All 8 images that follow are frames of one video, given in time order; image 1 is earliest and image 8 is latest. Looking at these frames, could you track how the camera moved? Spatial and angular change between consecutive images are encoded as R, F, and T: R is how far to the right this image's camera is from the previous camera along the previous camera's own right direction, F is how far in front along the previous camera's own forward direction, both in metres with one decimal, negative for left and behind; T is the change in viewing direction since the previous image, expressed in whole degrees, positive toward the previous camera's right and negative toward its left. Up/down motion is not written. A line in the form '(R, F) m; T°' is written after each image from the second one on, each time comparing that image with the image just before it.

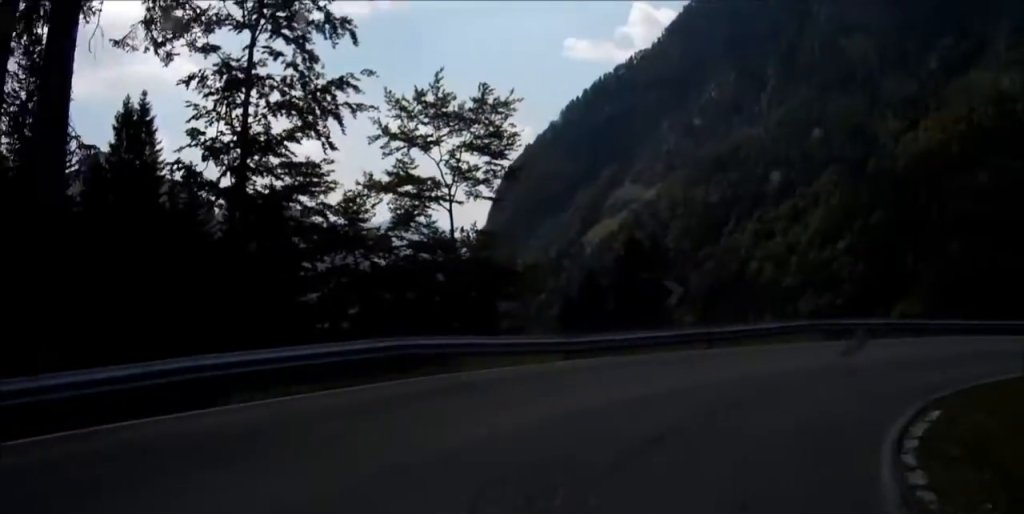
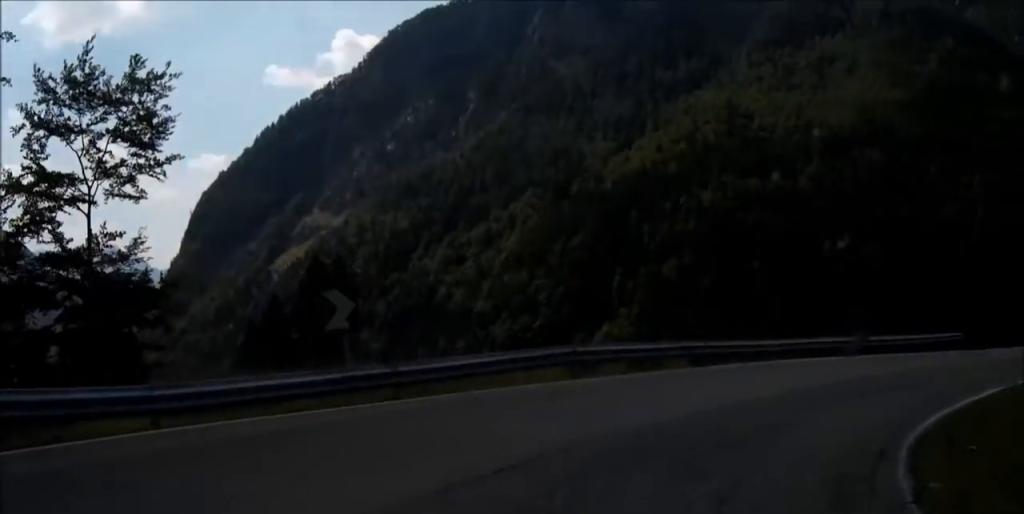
(+2.0, +5.5) m; +27°
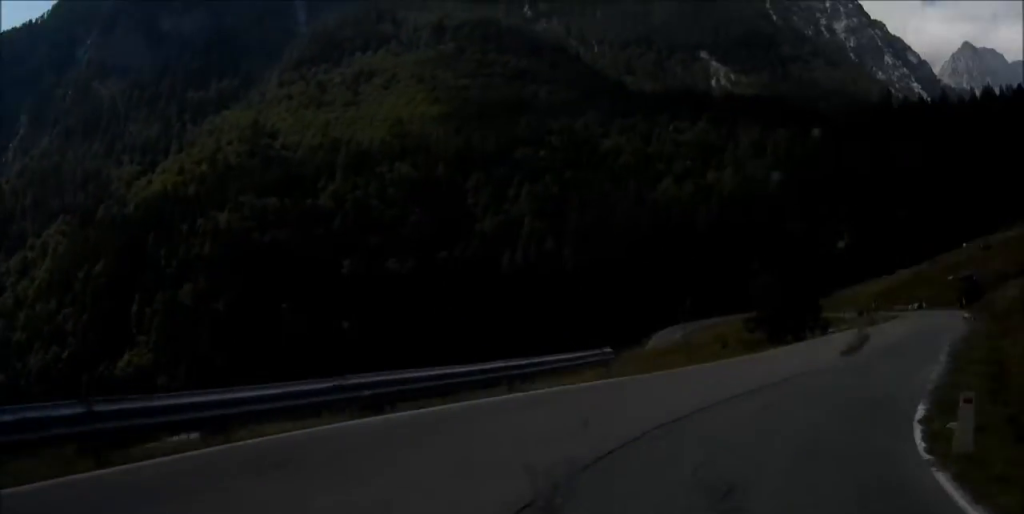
(+3.2, +8.4) m; +25°
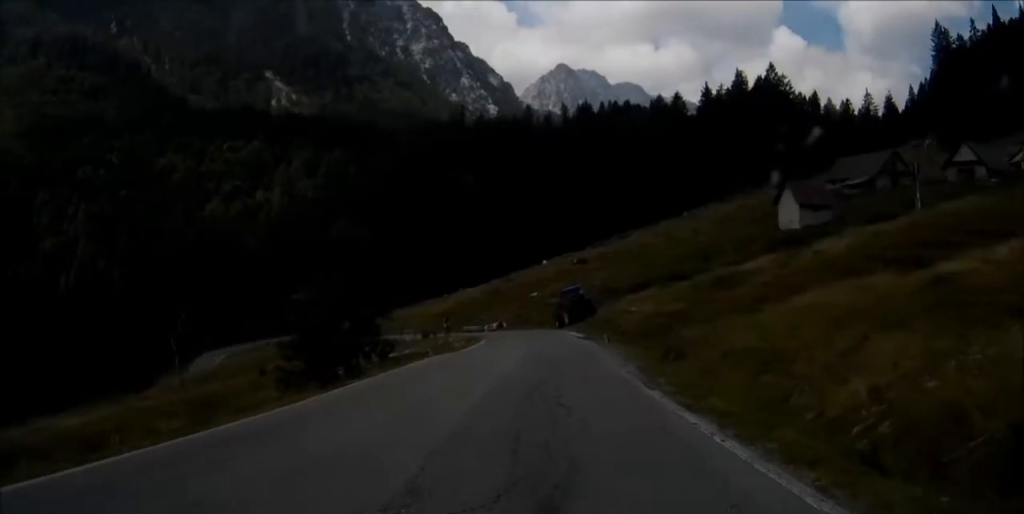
(+1.6, +9.2) m; +13°
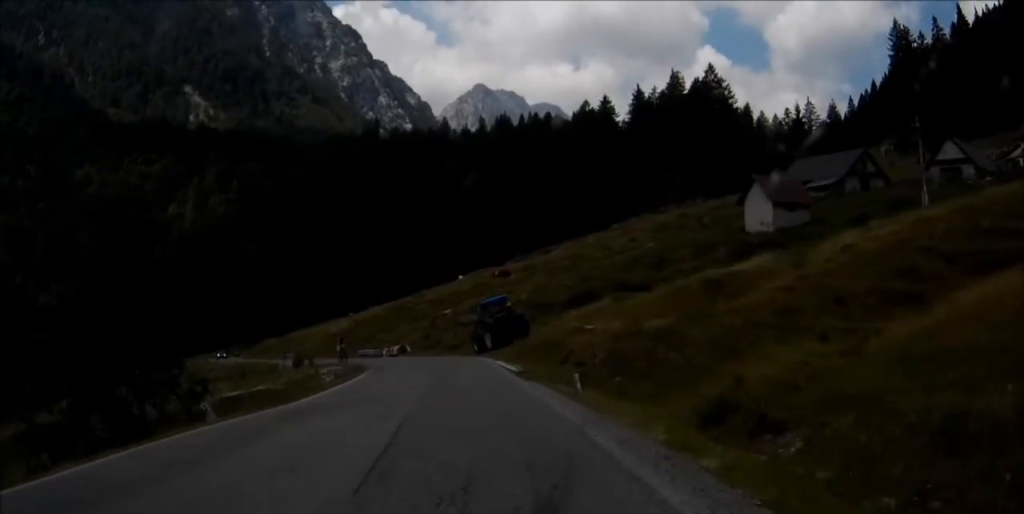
(+0.9, +14.2) m; +2°
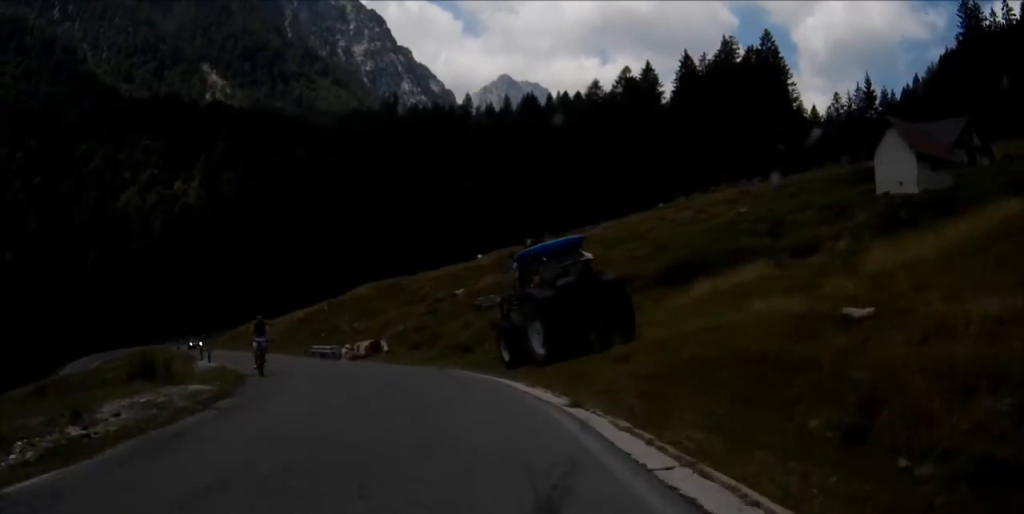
(-0.4, +16.3) m; -2°
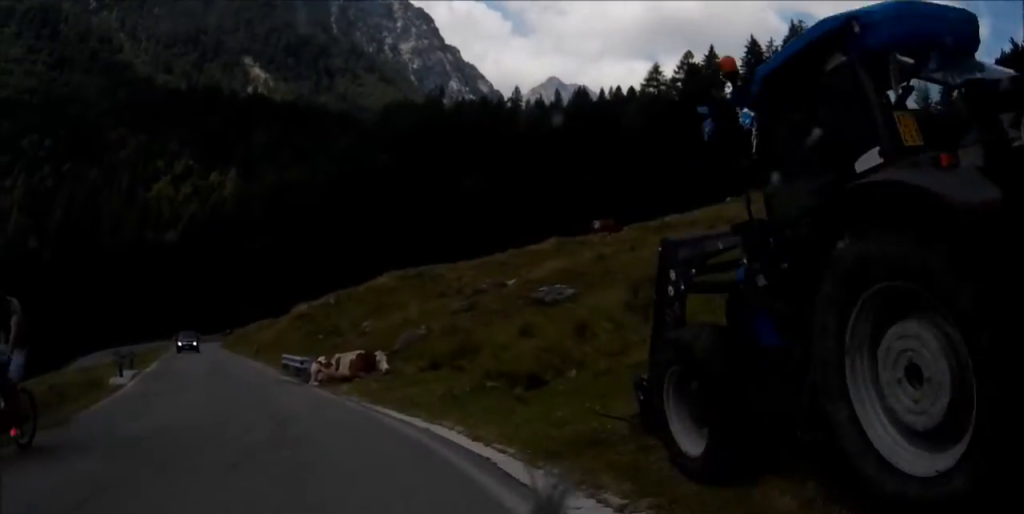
(0.0, +9.3) m; -1°
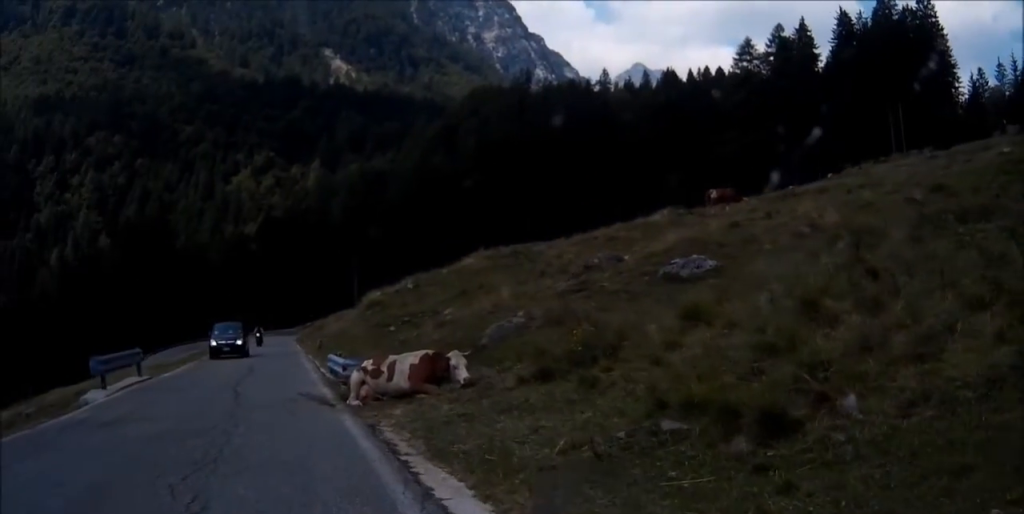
(-0.1, +6.2) m; -3°
